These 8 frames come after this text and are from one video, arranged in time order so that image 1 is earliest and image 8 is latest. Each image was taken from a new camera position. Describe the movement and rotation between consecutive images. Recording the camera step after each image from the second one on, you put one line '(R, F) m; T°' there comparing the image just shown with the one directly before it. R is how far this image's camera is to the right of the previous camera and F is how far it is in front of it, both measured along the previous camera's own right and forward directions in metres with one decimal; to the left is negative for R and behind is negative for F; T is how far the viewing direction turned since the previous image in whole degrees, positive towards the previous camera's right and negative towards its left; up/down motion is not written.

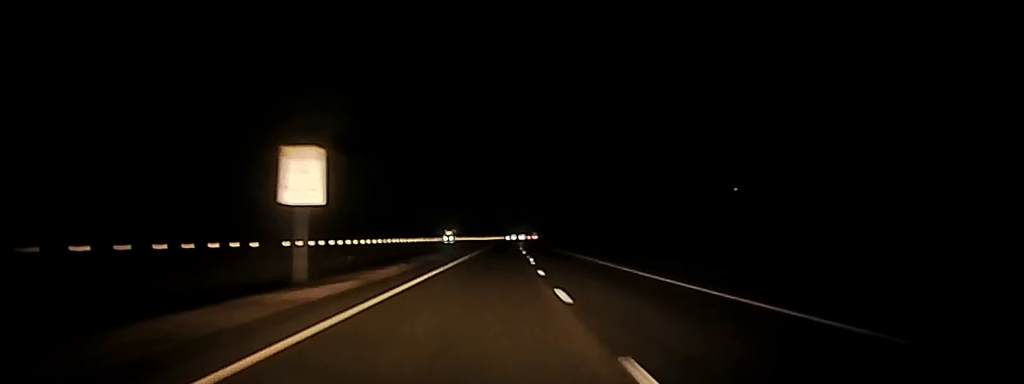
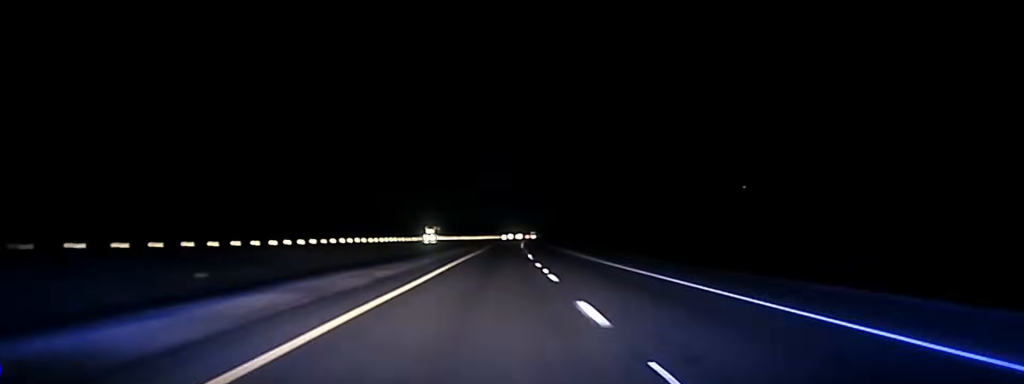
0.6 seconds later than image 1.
(0.0, +39.0) m; 0°
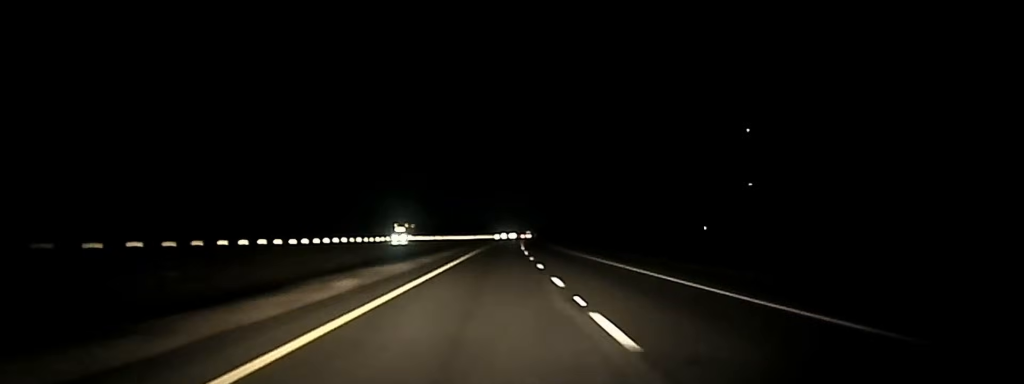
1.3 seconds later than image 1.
(+0.3, +40.0) m; +1°
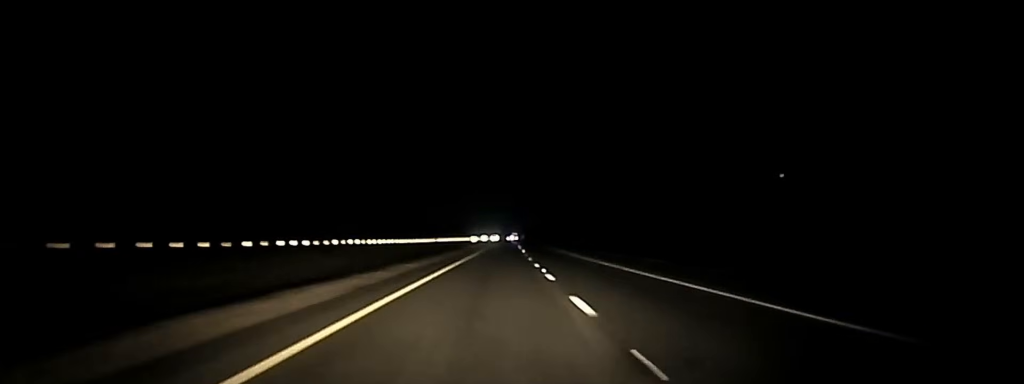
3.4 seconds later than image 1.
(+1.0, +130.7) m; +1°
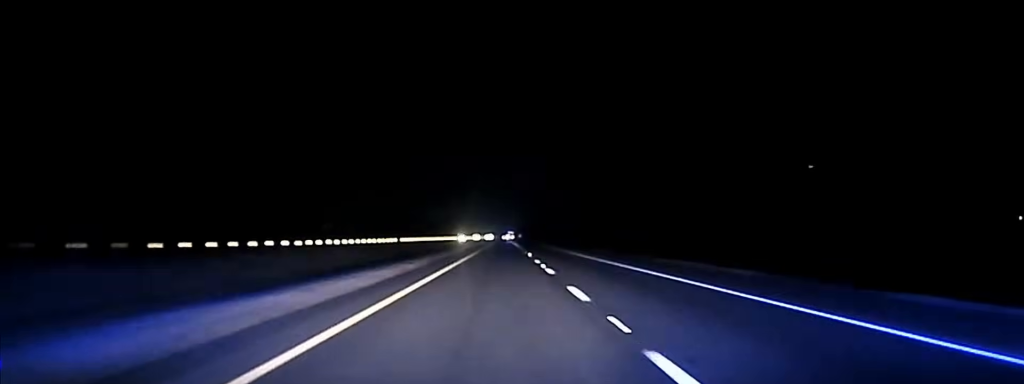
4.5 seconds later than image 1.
(+0.4, +68.0) m; 0°
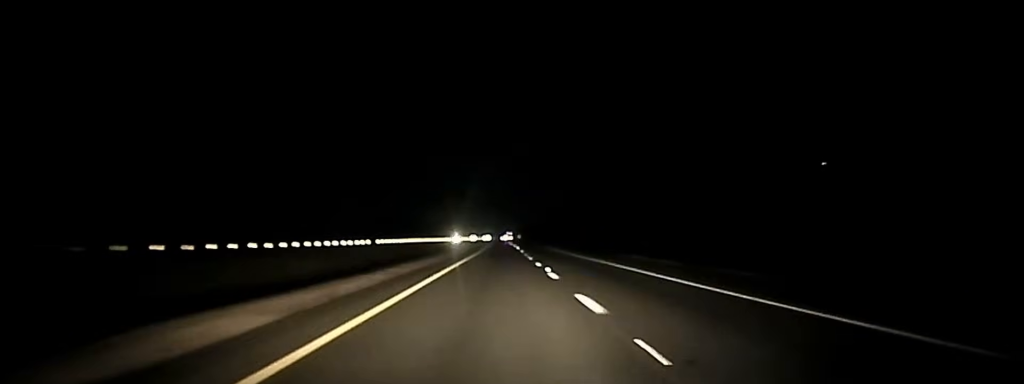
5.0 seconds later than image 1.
(0.0, +28.9) m; 0°
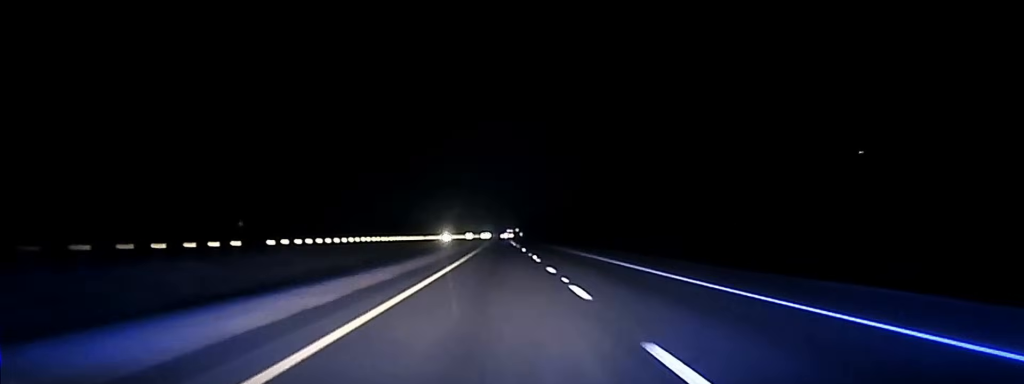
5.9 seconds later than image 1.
(+0.1, +57.7) m; 0°
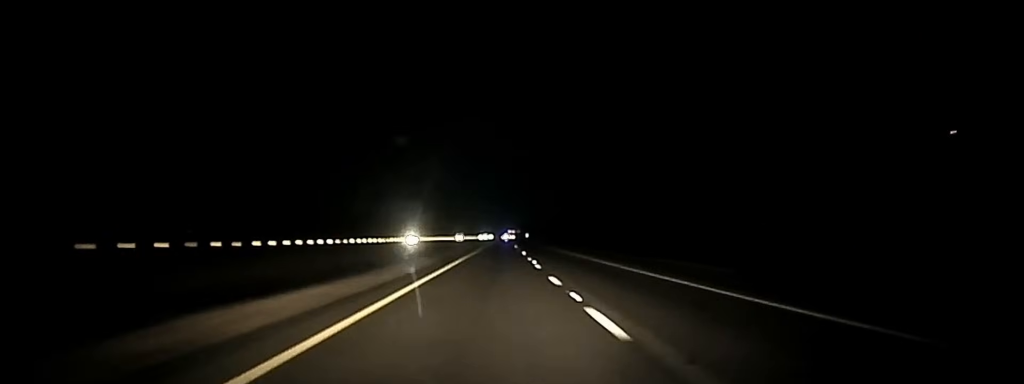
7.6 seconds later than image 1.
(-0.1, +103.4) m; 0°
